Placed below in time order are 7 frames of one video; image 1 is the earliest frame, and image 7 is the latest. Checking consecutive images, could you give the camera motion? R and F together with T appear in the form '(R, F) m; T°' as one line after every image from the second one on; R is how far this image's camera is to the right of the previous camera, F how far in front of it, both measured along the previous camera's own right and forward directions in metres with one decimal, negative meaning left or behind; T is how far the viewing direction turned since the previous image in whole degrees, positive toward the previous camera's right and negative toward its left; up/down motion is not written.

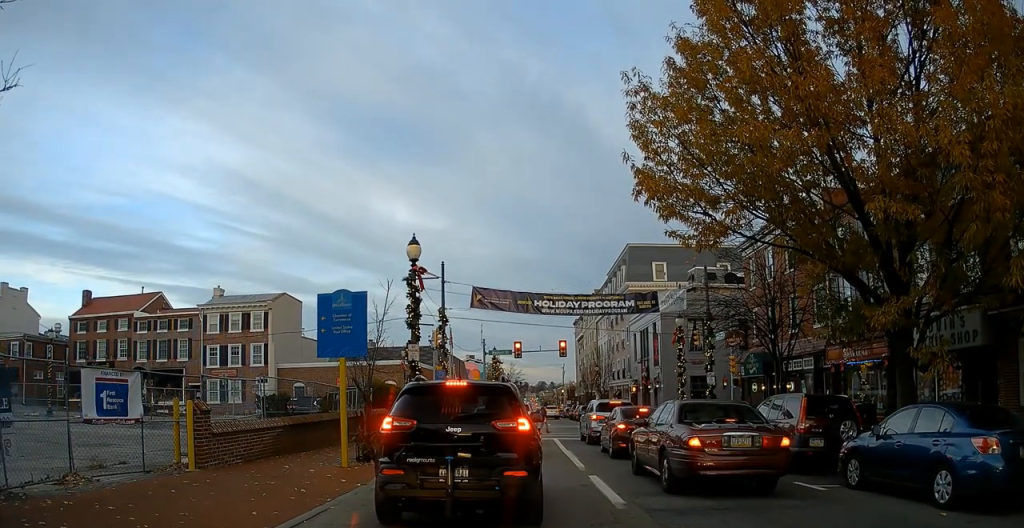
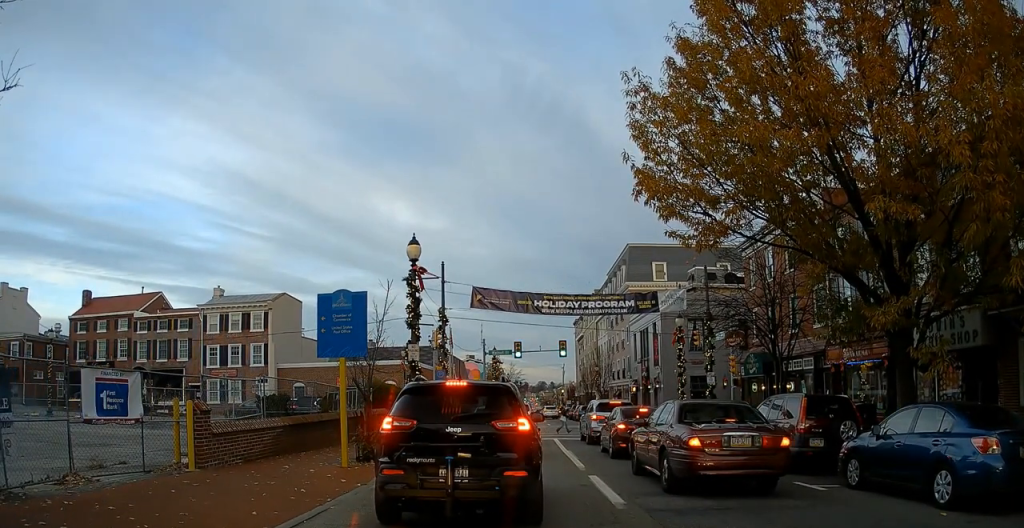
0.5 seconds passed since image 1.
(0.0, 0.0) m; 0°
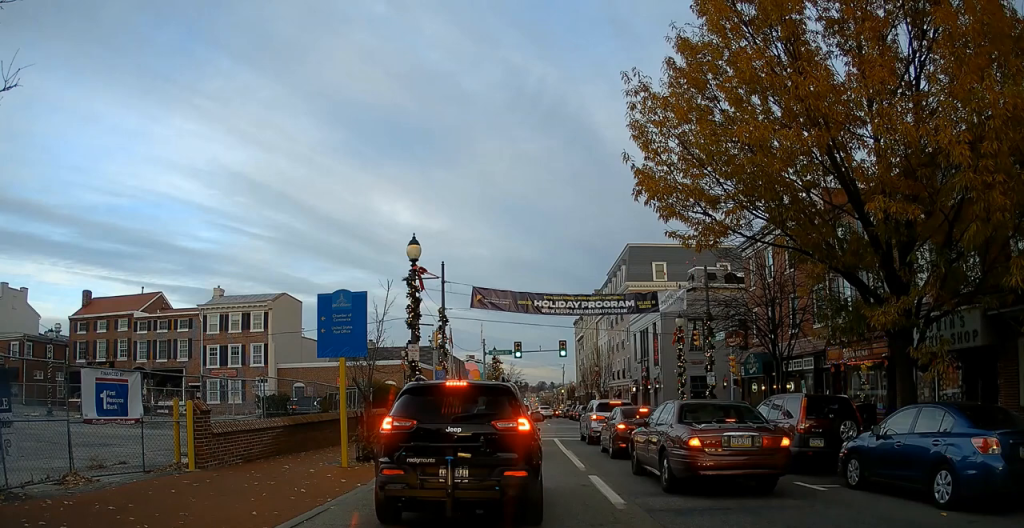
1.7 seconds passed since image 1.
(0.0, 0.0) m; 0°
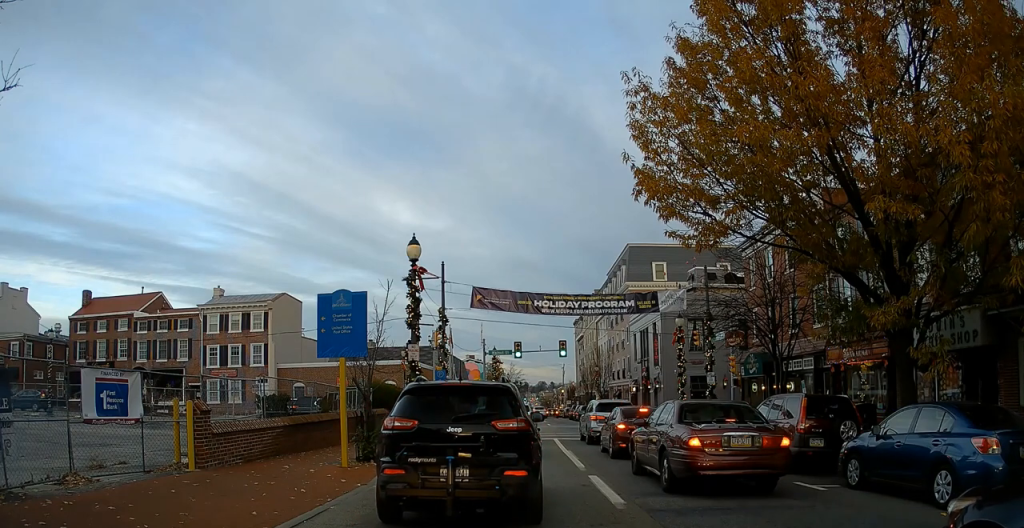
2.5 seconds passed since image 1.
(0.0, 0.0) m; 0°
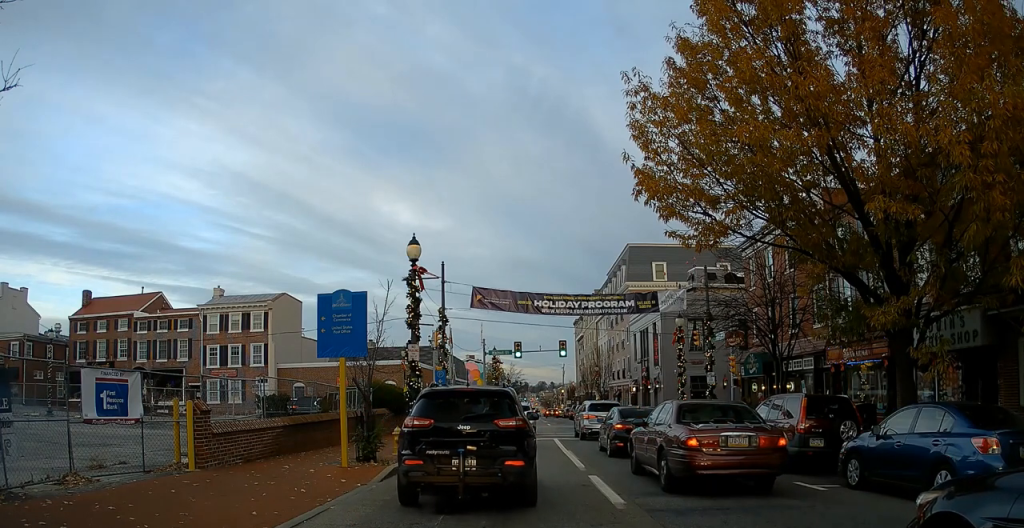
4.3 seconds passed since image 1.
(0.0, 0.0) m; 0°
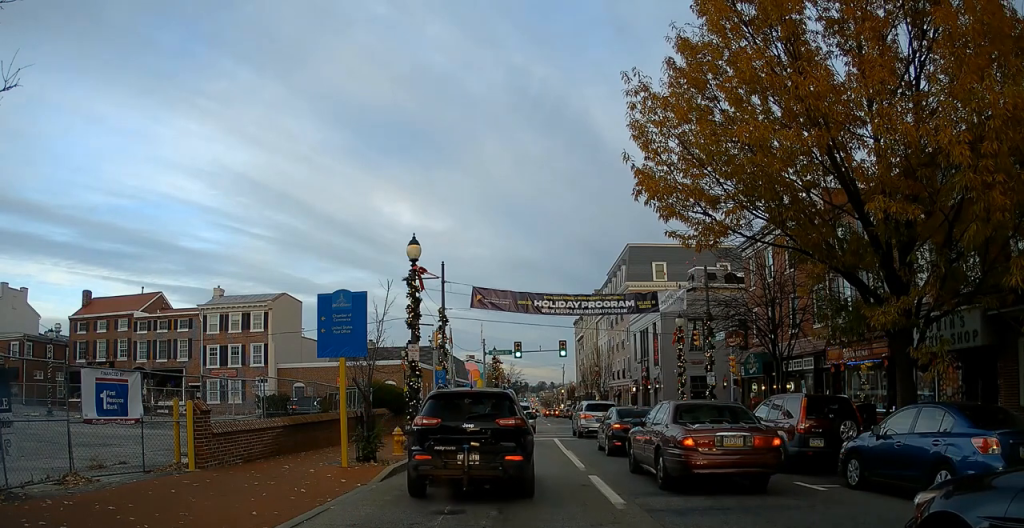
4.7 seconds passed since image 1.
(0.0, 0.0) m; 0°
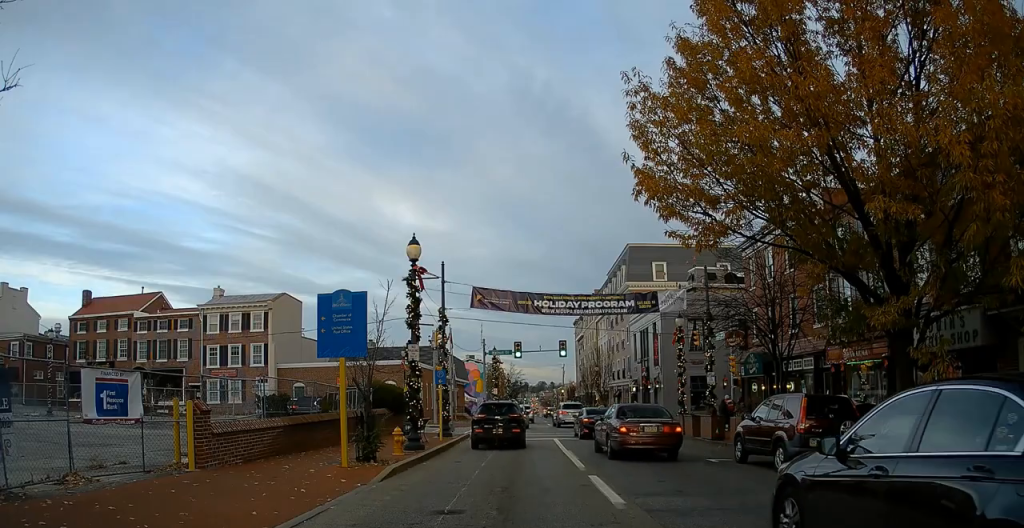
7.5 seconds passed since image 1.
(0.0, 0.0) m; 0°
